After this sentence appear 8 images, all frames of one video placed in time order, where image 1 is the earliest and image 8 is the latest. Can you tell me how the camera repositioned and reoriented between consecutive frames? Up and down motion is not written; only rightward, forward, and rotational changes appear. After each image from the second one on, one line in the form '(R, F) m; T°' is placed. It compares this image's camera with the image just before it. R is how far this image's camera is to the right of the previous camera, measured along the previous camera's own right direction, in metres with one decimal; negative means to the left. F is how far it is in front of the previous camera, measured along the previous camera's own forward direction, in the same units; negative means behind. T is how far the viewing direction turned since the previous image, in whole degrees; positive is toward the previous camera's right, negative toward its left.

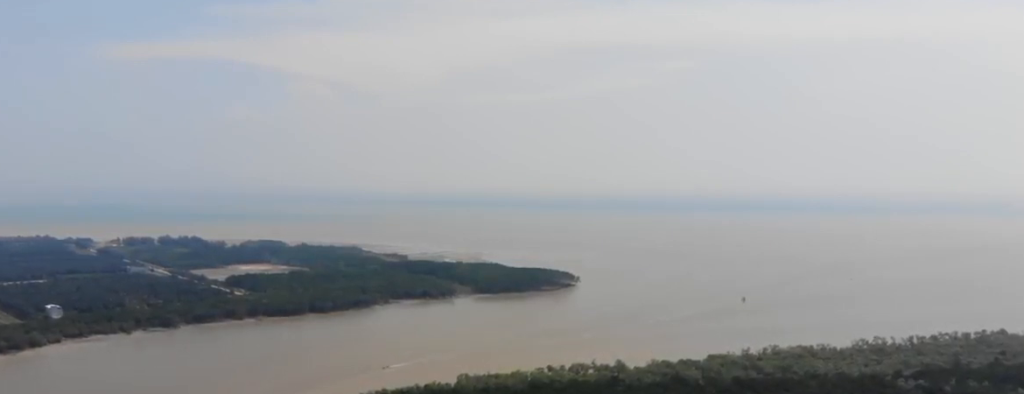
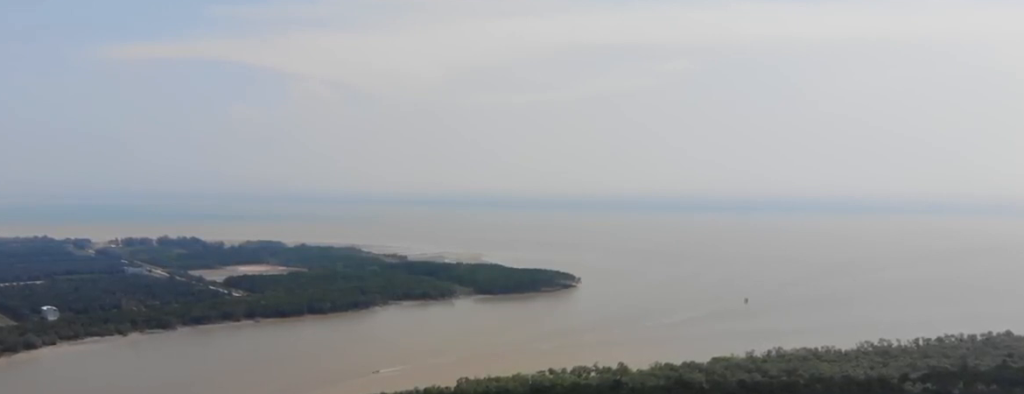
(0.0, +10.1) m; 0°
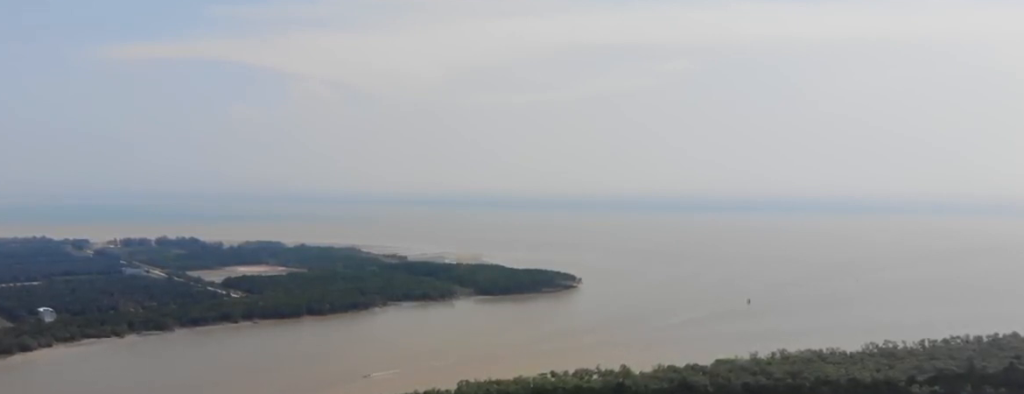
(0.0, +9.6) m; 0°
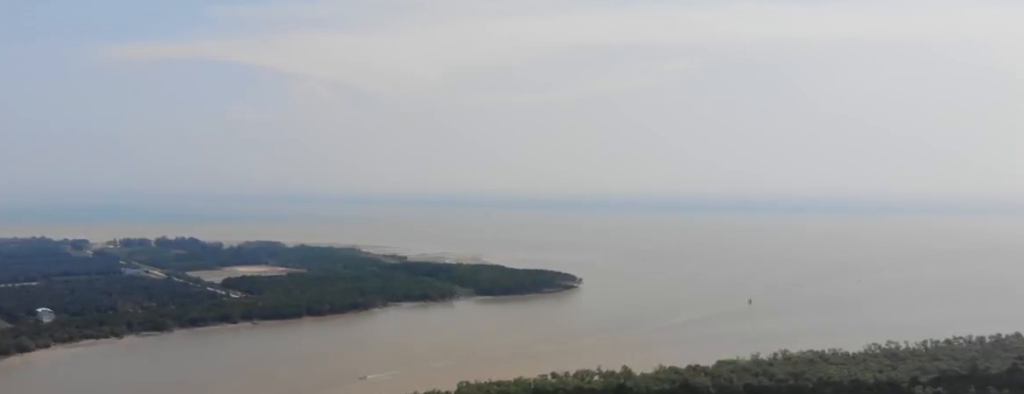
(0.0, +4.0) m; 0°
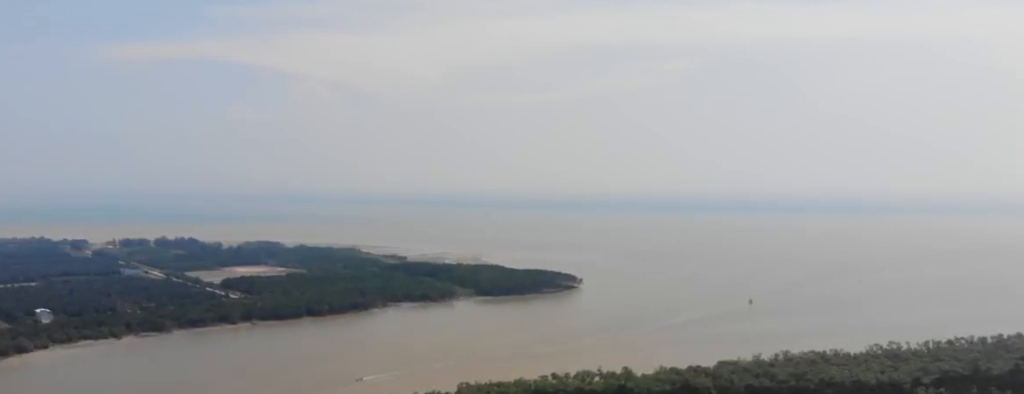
(0.0, +3.3) m; 0°
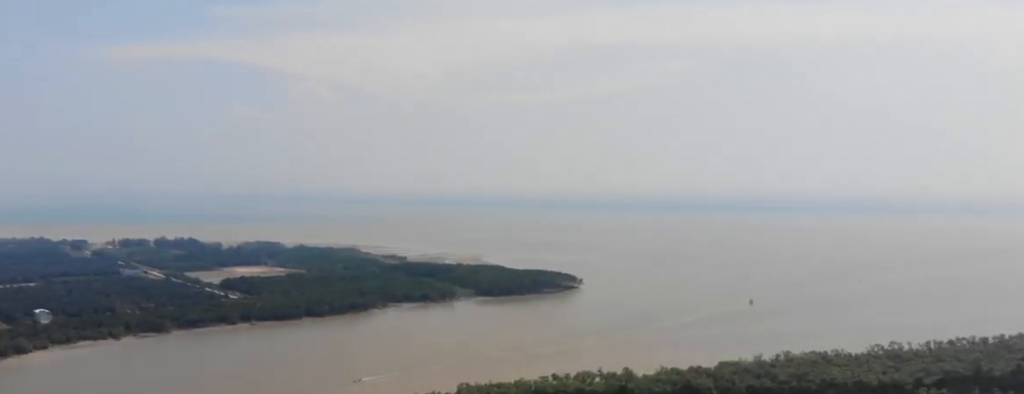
(0.0, +2.3) m; 0°
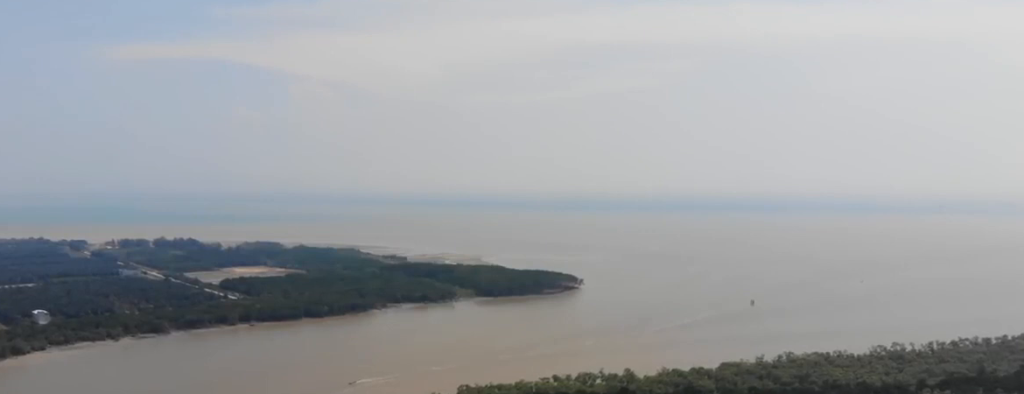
(0.0, +4.4) m; 0°
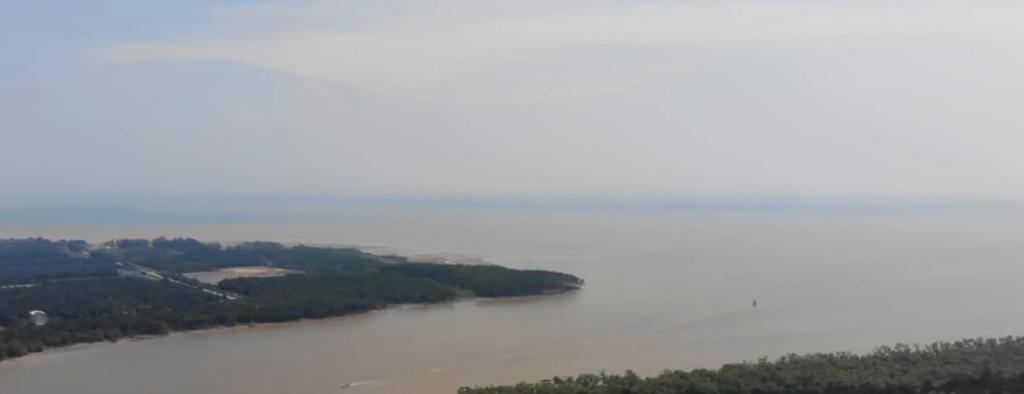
(0.0, +6.8) m; -1°
